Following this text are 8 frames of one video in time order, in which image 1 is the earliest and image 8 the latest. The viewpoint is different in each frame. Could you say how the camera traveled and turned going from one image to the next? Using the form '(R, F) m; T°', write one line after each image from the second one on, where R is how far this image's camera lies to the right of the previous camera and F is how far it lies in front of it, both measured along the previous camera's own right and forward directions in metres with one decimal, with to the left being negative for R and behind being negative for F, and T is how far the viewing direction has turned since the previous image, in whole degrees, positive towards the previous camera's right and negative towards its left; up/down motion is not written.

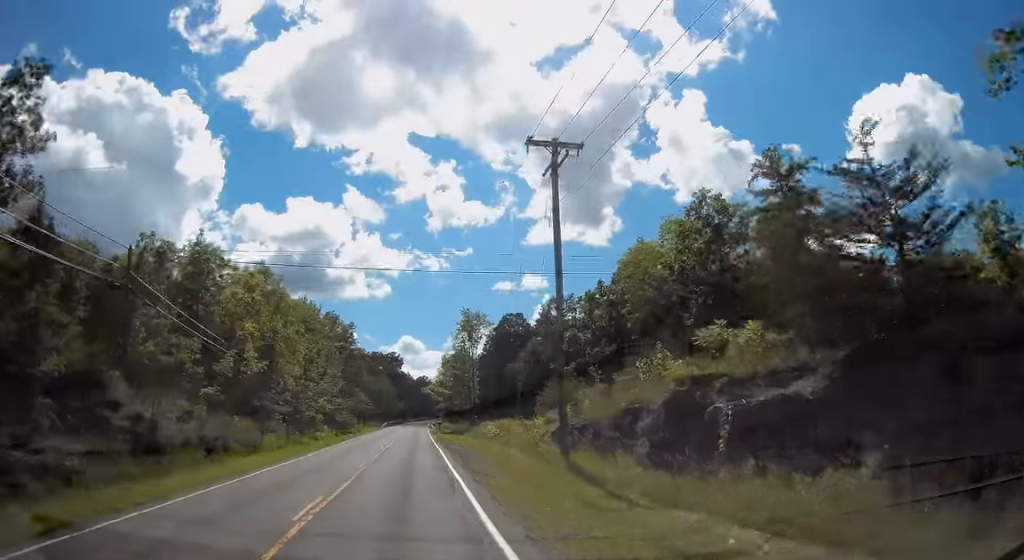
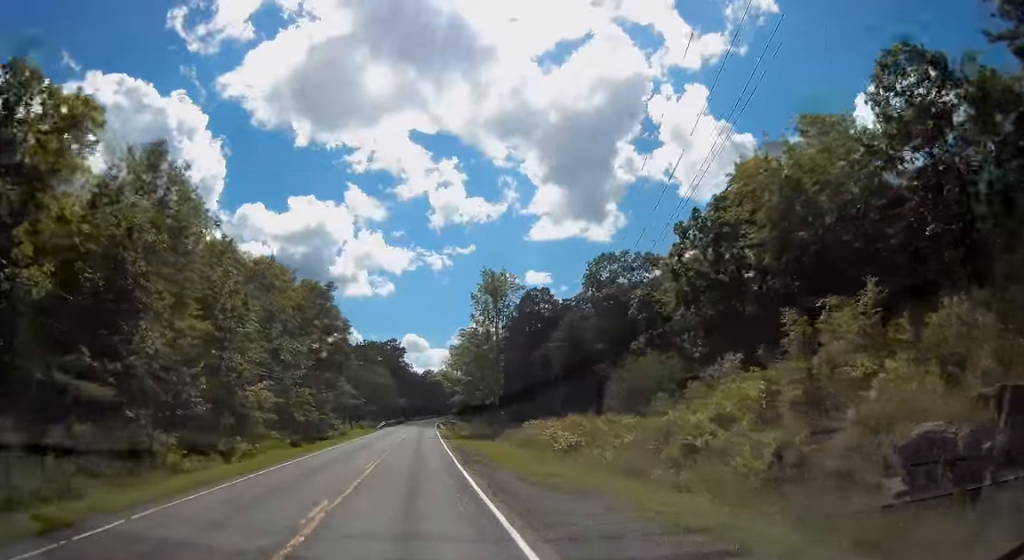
(+0.1, +24.5) m; -1°
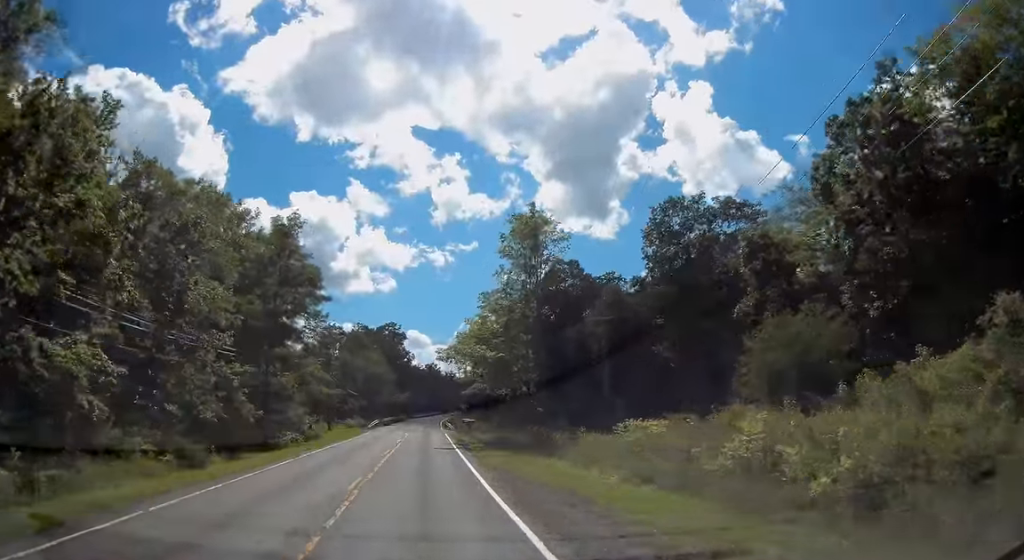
(-0.2, +19.5) m; -1°
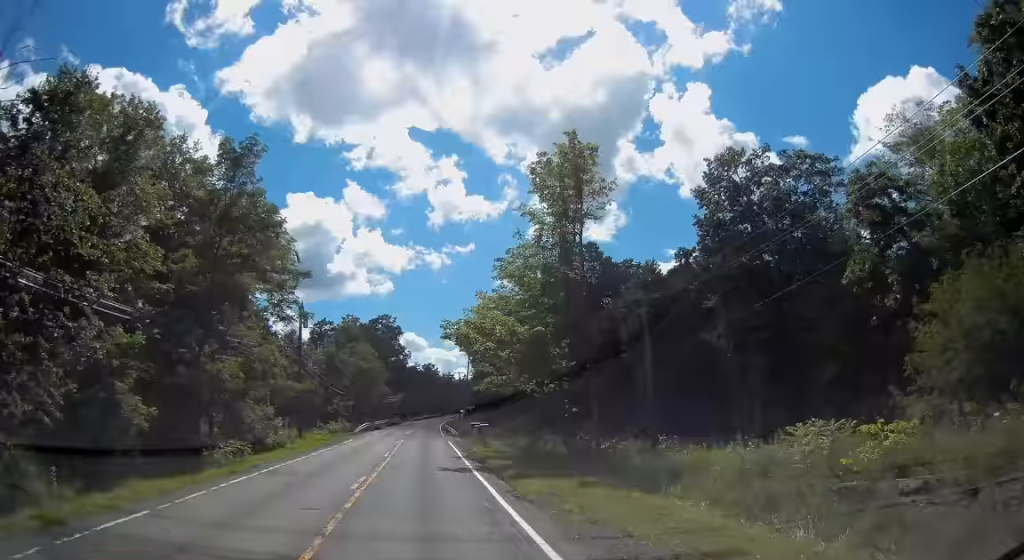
(-0.1, +11.9) m; 0°
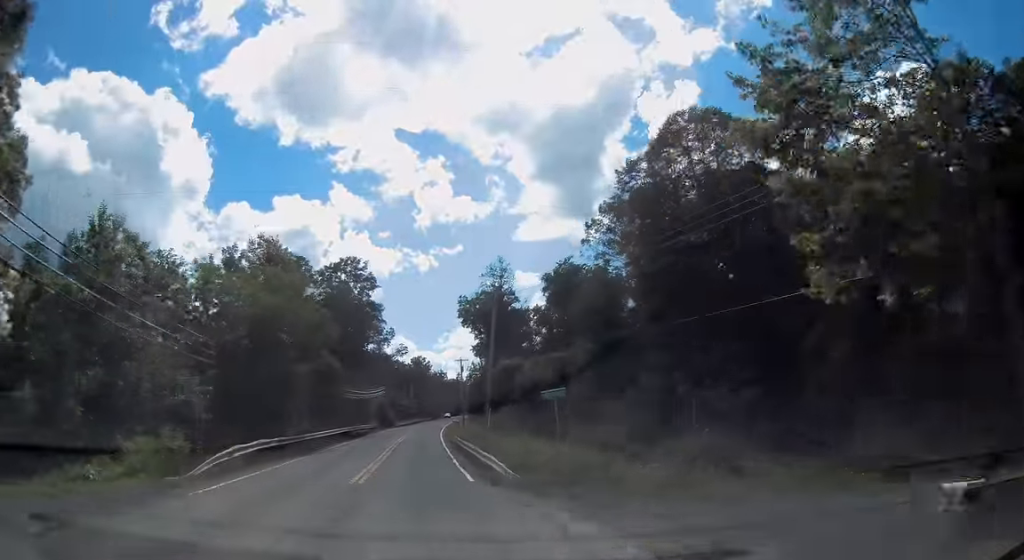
(+0.6, +41.5) m; +2°
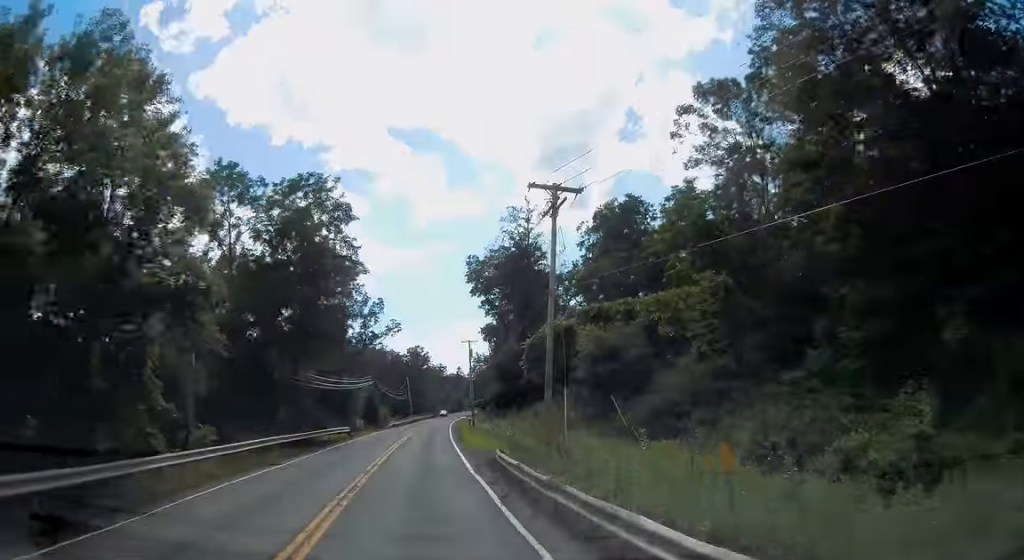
(0.0, +23.7) m; 0°
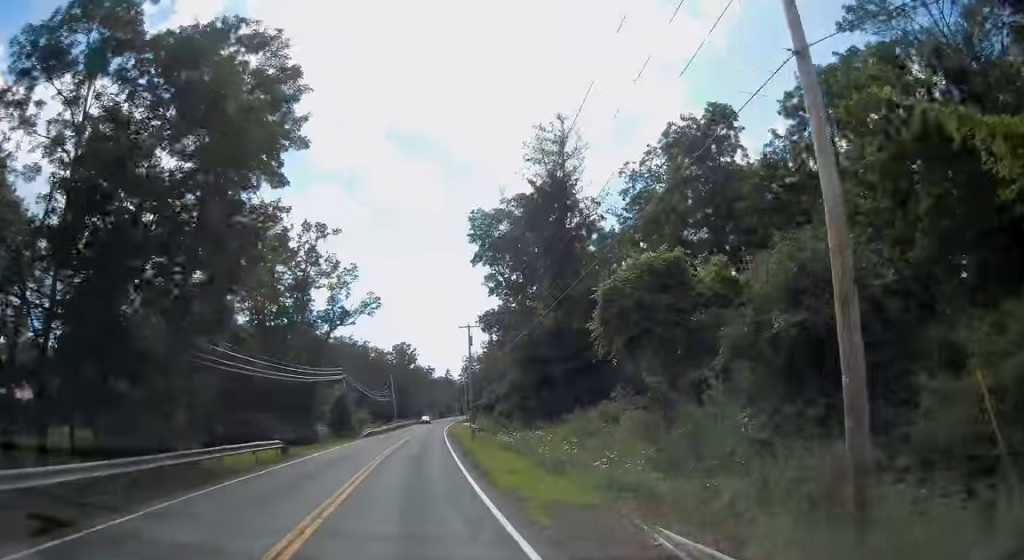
(-0.1, +19.5) m; +1°
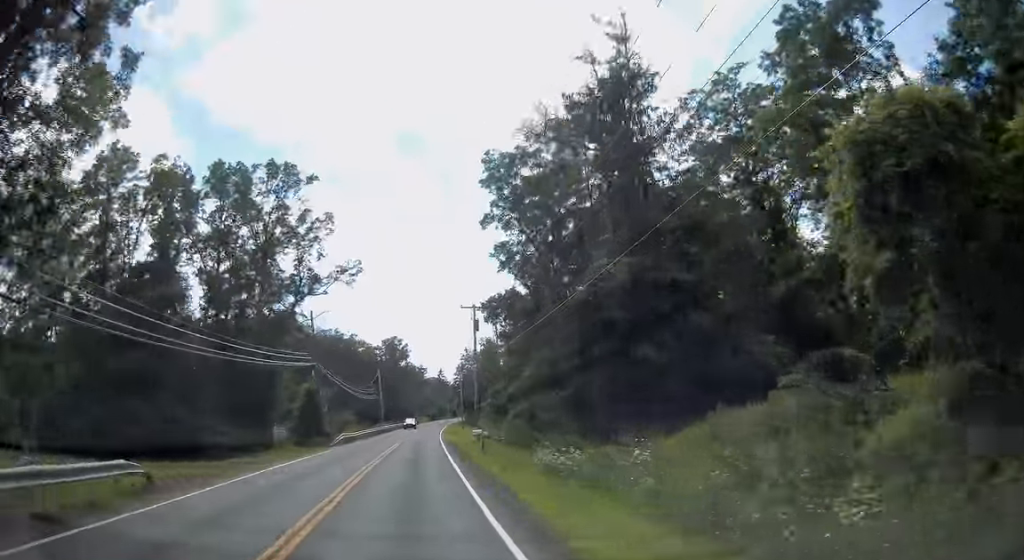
(+0.2, +14.3) m; +1°
